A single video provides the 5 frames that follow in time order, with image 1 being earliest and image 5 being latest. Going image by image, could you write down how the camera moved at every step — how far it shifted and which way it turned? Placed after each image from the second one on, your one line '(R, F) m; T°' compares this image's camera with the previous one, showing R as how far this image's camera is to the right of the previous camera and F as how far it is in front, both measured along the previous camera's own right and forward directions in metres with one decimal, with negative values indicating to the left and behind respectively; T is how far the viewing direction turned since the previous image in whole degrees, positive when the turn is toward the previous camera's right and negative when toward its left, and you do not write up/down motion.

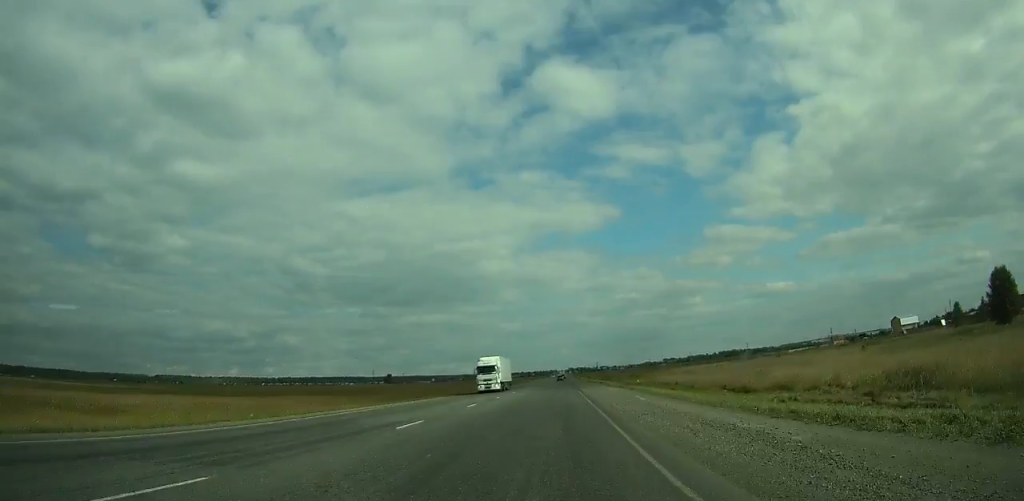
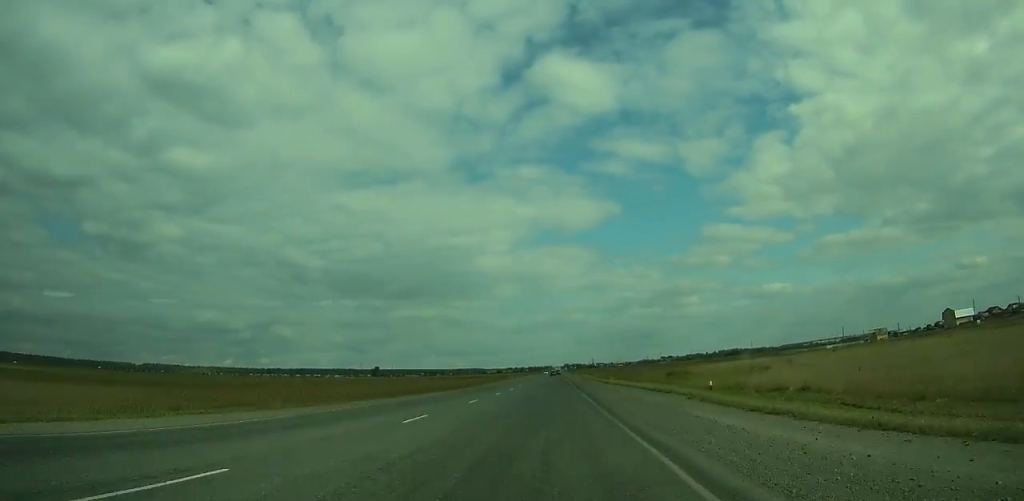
(-0.3, +48.9) m; +1°
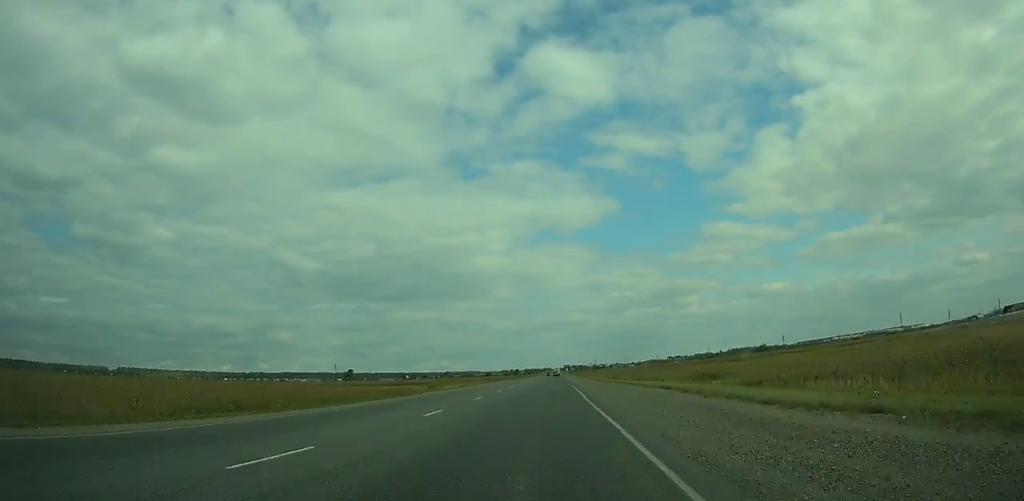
(-1.8, +141.7) m; -1°
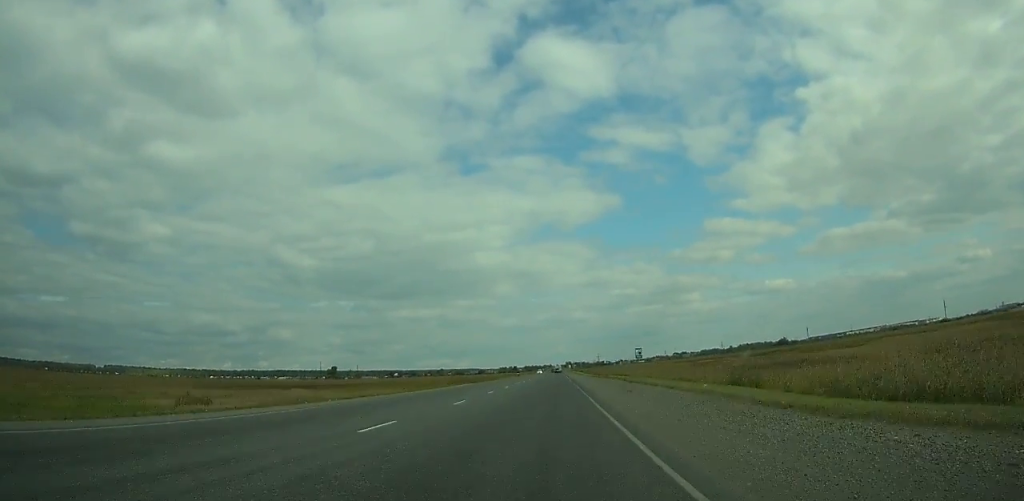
(+1.6, +77.5) m; +1°
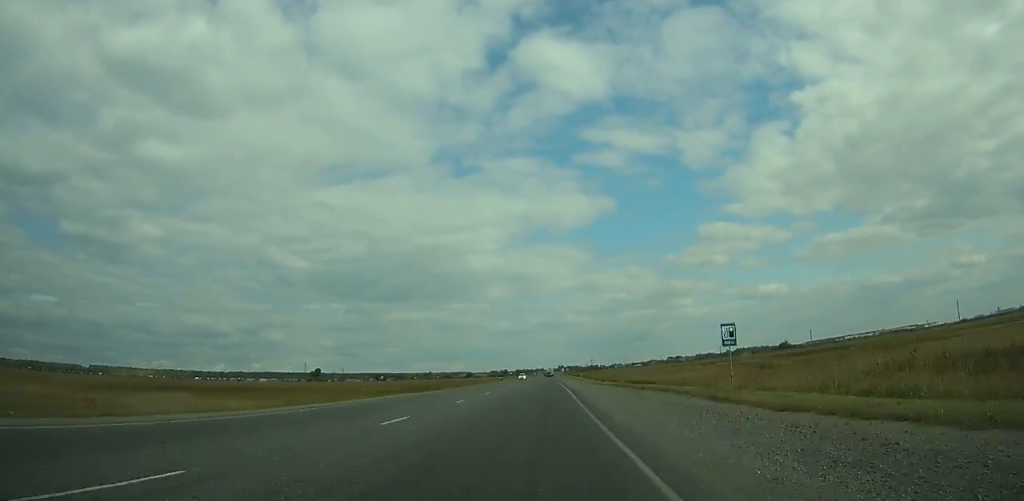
(-0.1, +32.4) m; 0°
